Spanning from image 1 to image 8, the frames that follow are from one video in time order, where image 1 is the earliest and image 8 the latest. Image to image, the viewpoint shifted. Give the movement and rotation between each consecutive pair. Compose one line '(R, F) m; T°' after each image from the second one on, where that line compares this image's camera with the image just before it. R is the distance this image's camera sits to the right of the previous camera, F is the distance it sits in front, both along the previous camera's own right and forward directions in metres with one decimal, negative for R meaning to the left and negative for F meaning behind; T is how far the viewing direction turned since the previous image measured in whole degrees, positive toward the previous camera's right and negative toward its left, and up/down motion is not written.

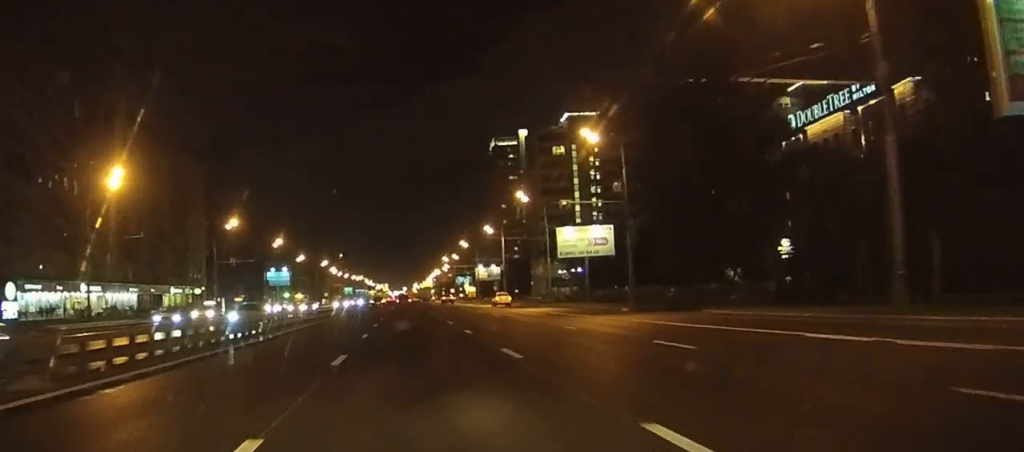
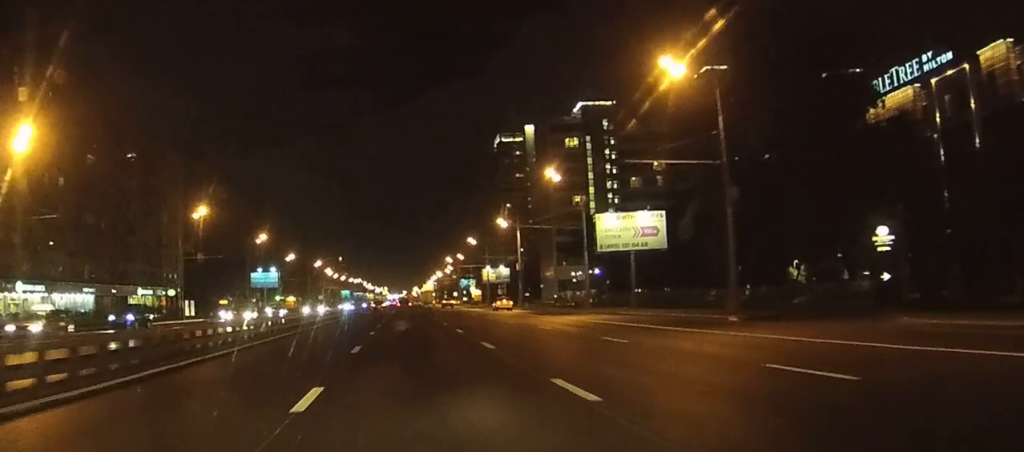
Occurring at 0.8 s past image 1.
(0.0, +18.4) m; 0°
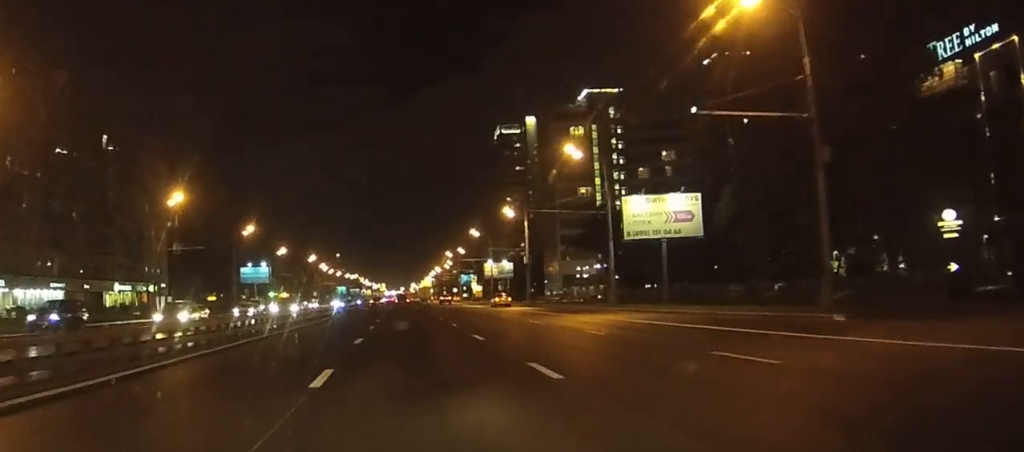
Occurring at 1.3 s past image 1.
(0.0, +9.6) m; 0°
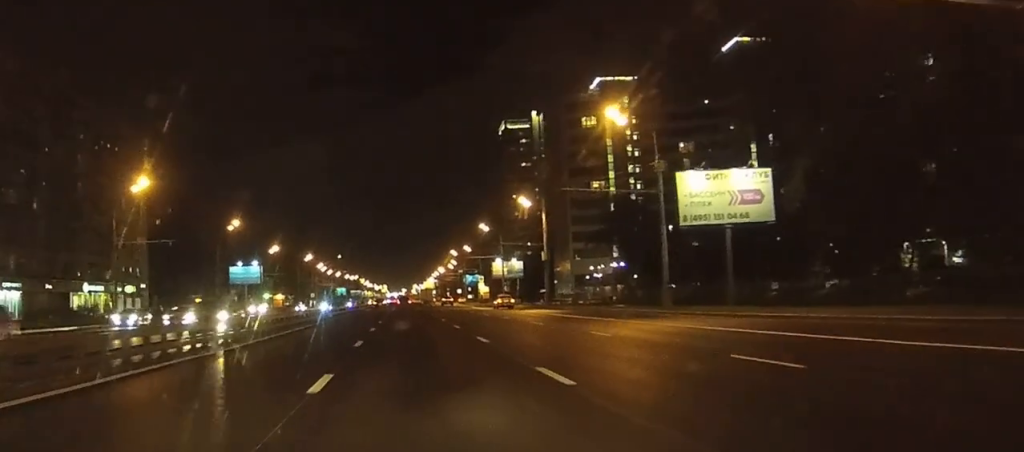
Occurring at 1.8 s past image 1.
(0.0, +12.6) m; 0°
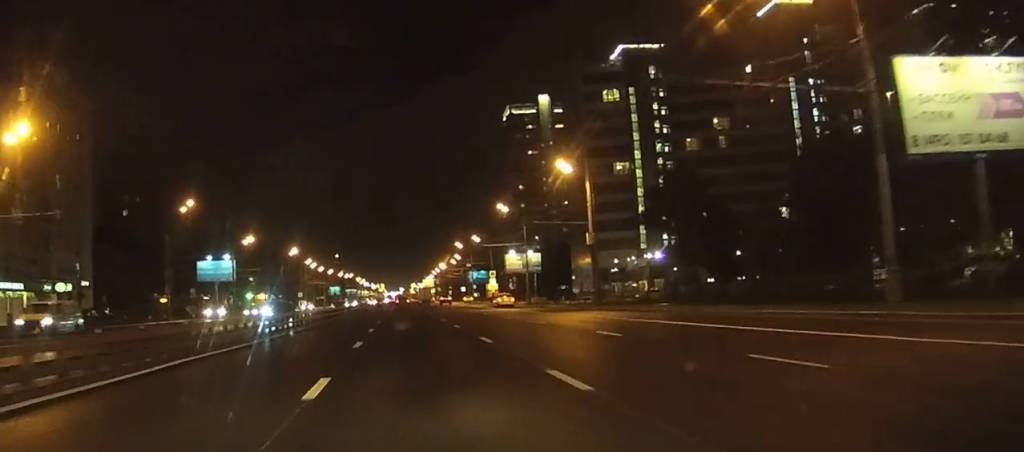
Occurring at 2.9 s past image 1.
(0.0, +24.5) m; 0°
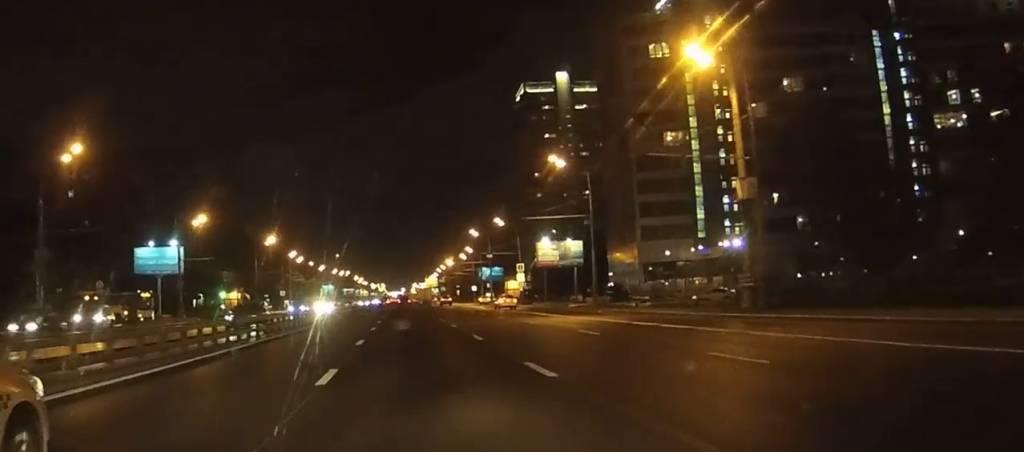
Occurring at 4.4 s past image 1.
(0.0, +33.6) m; 0°
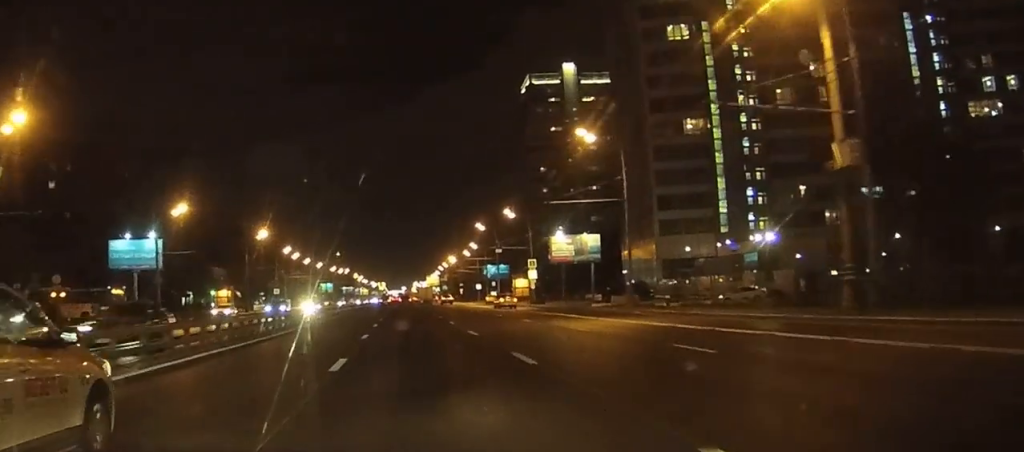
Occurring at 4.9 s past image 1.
(0.0, +9.7) m; 0°
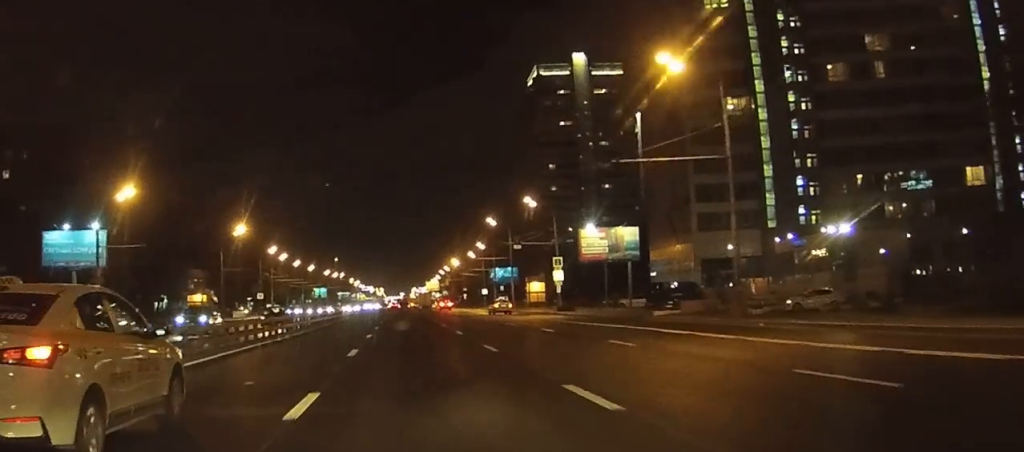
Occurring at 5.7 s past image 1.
(+0.1, +18.0) m; 0°
